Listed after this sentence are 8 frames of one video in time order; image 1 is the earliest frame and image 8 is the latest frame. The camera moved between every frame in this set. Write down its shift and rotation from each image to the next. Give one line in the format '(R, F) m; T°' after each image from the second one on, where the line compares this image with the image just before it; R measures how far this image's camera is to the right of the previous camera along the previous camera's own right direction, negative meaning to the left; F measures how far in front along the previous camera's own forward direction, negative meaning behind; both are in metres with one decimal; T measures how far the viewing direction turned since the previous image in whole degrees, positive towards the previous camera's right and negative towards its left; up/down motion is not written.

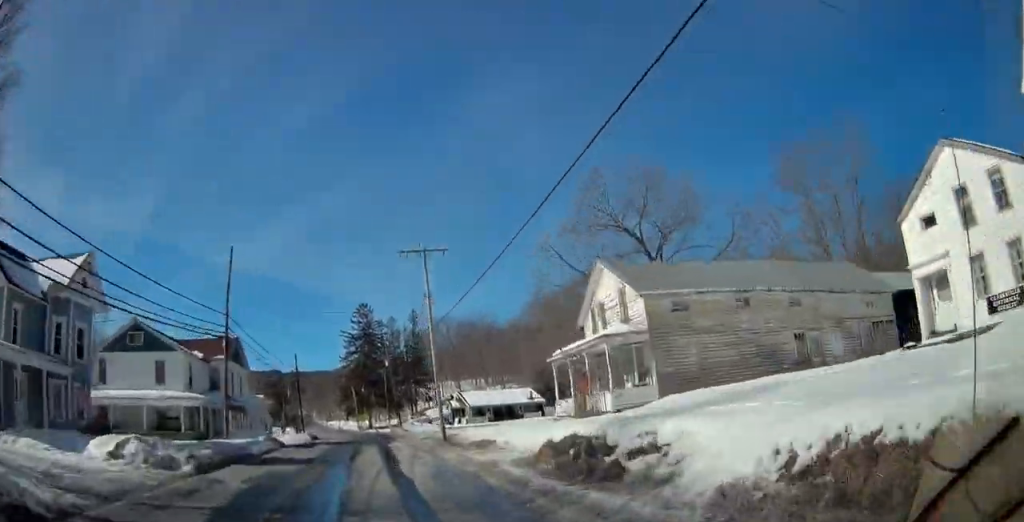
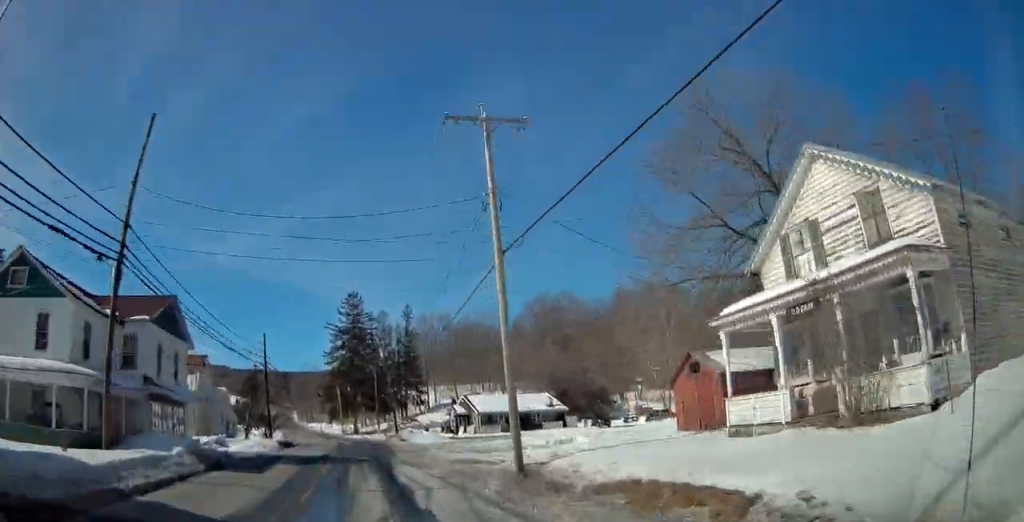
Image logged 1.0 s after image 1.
(+0.4, +14.5) m; +1°
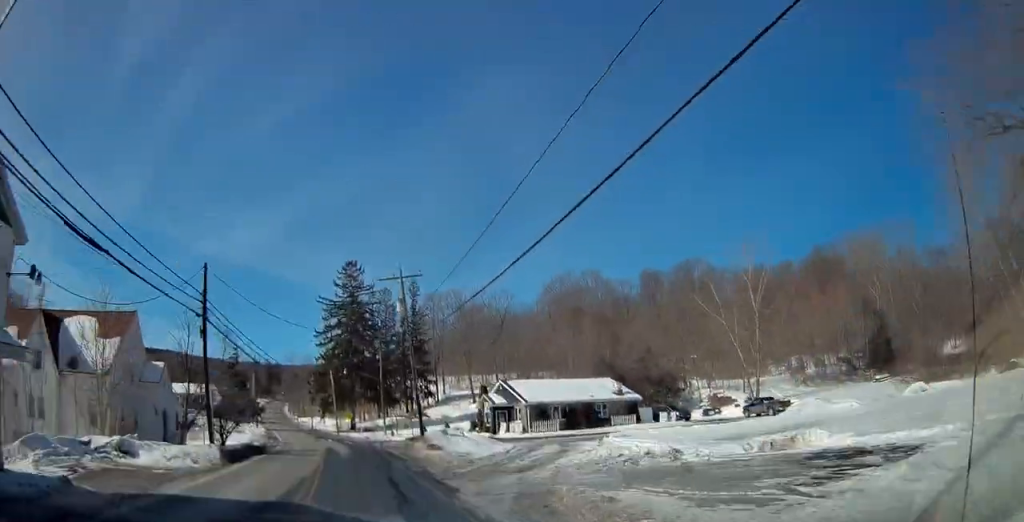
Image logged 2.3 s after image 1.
(+0.3, +19.4) m; +1°
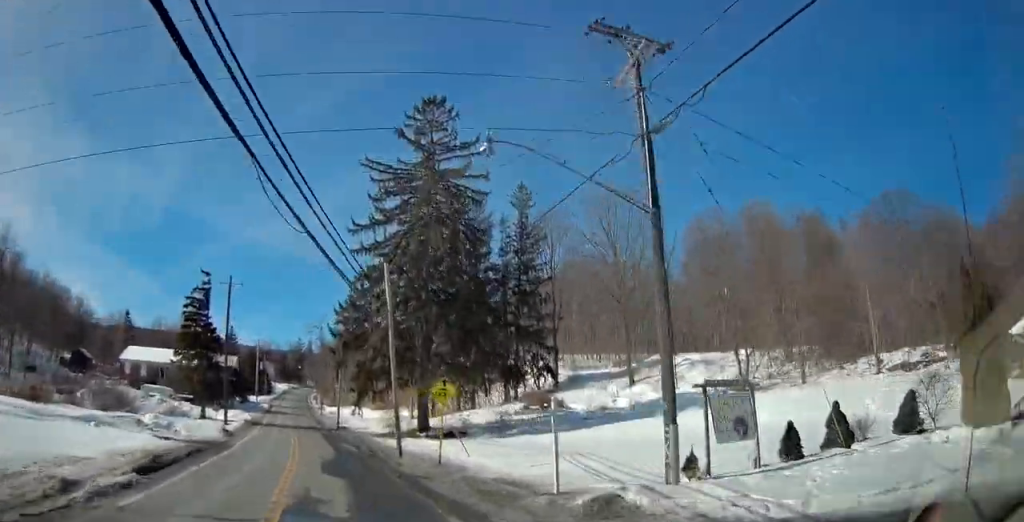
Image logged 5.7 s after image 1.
(-1.3, +49.4) m; -4°
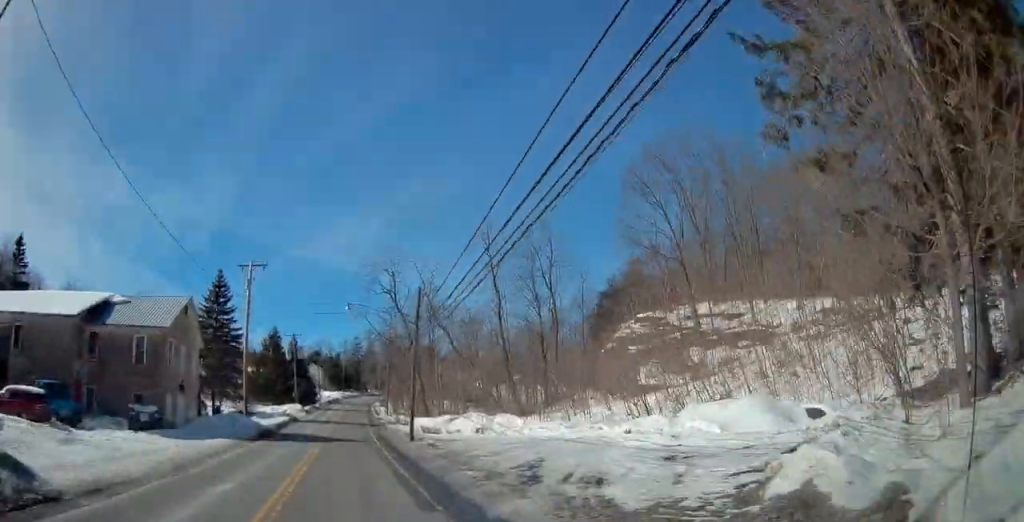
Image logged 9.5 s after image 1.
(-2.8, +57.0) m; -4°
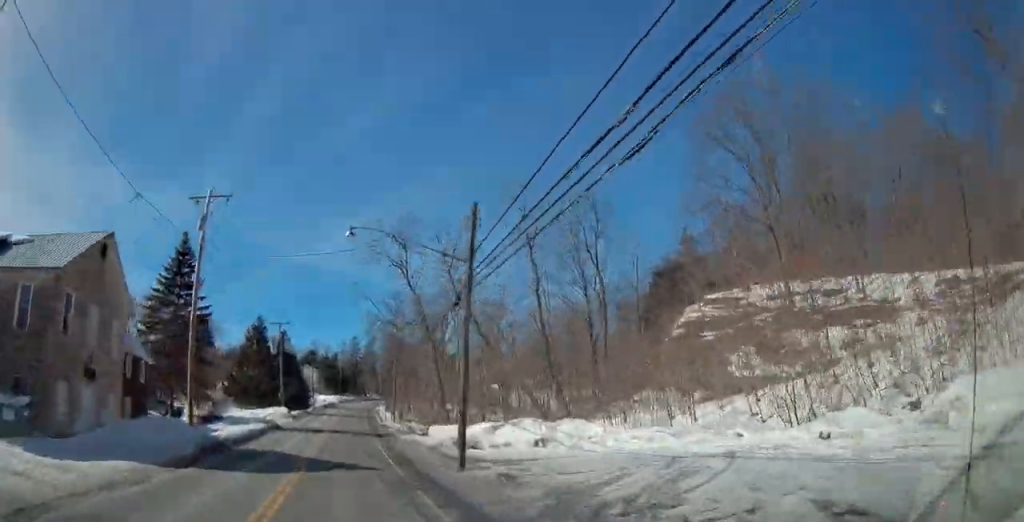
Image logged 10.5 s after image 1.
(-0.1, +14.3) m; 0°
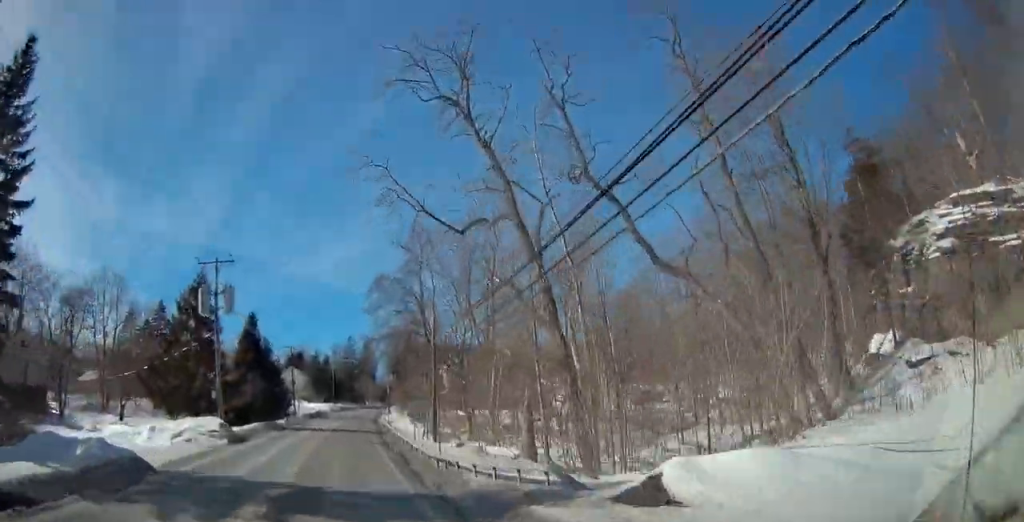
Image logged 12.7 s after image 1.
(-0.1, +29.8) m; 0°
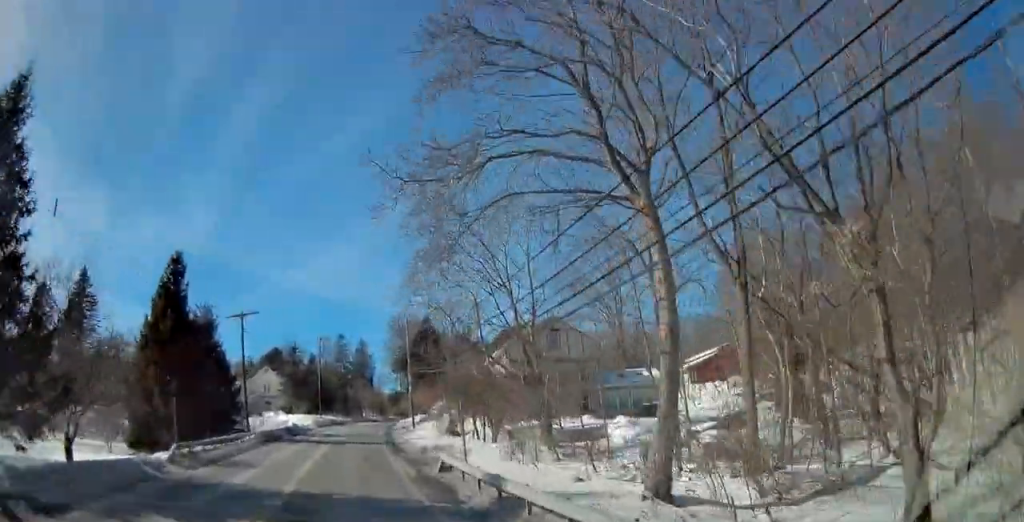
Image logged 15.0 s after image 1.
(0.0, +31.9) m; 0°
